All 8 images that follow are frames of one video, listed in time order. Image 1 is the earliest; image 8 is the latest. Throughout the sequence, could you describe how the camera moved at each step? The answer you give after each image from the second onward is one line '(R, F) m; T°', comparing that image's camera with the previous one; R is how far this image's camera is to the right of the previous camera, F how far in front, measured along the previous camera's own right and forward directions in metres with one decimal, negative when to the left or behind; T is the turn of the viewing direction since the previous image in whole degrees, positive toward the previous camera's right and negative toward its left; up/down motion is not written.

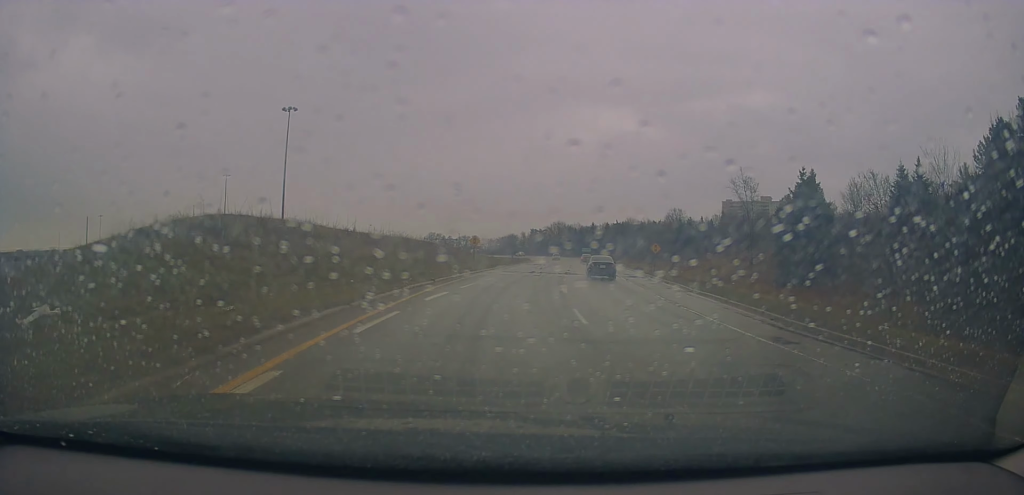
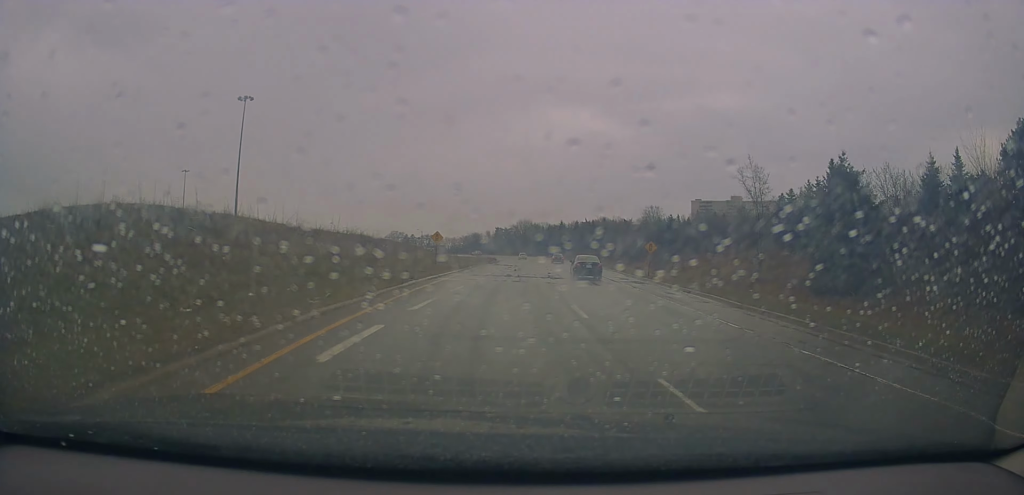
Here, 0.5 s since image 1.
(+0.7, +8.5) m; +3°
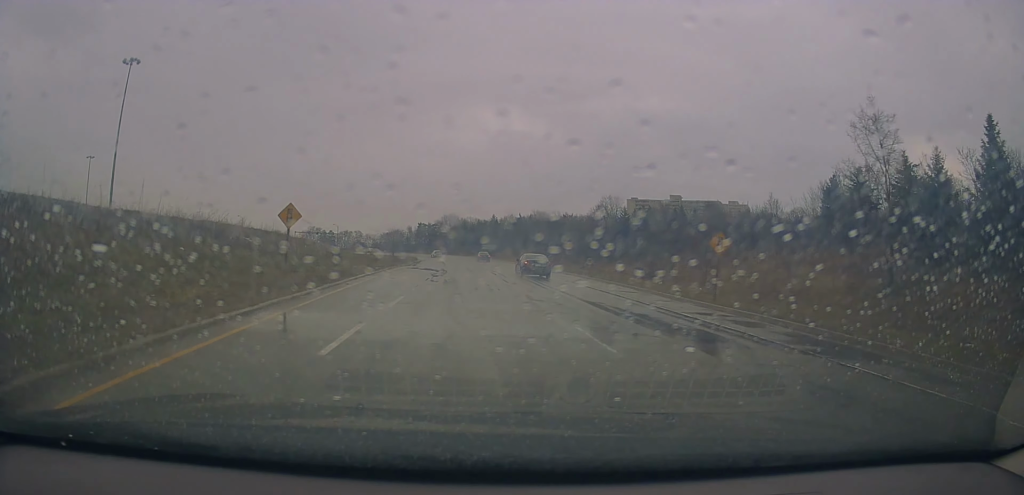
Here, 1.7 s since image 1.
(+1.4, +23.3) m; +7°
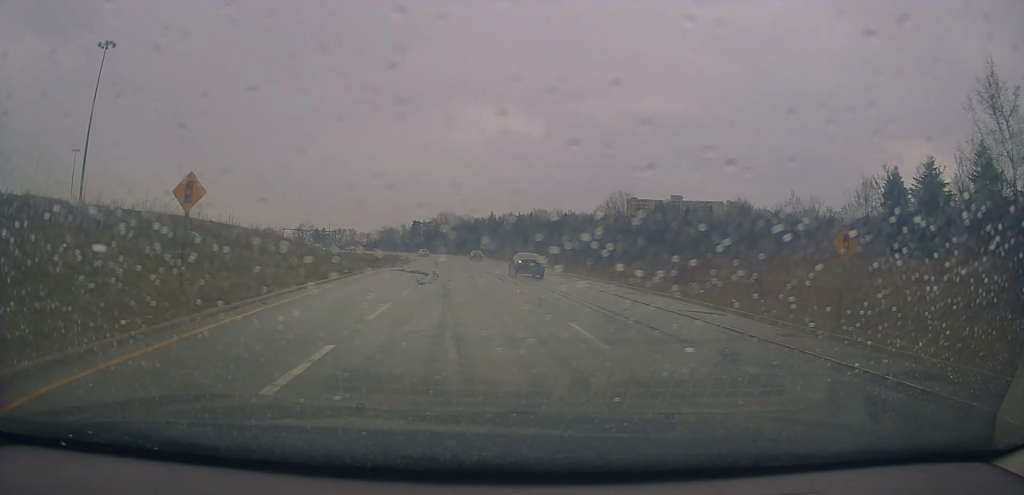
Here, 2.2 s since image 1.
(+0.1, +8.4) m; +2°
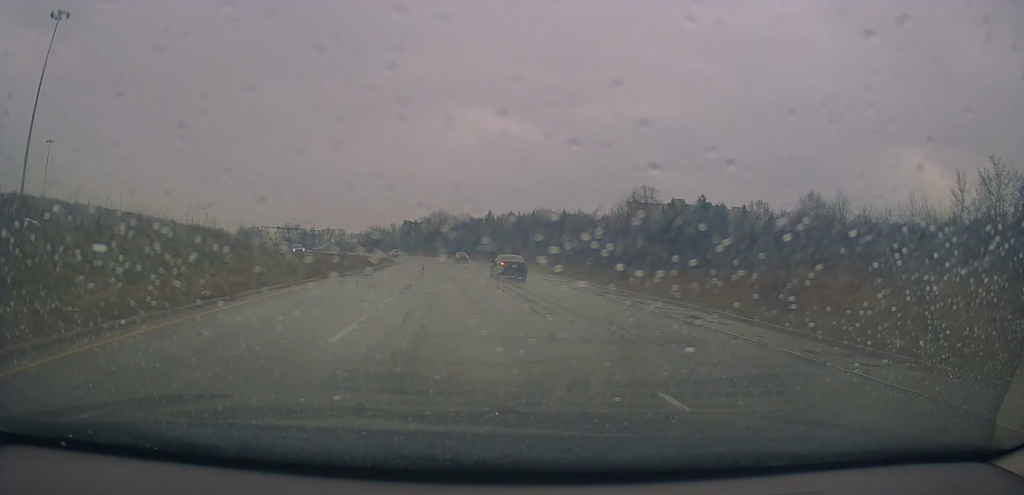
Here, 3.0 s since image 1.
(+0.9, +14.7) m; +1°
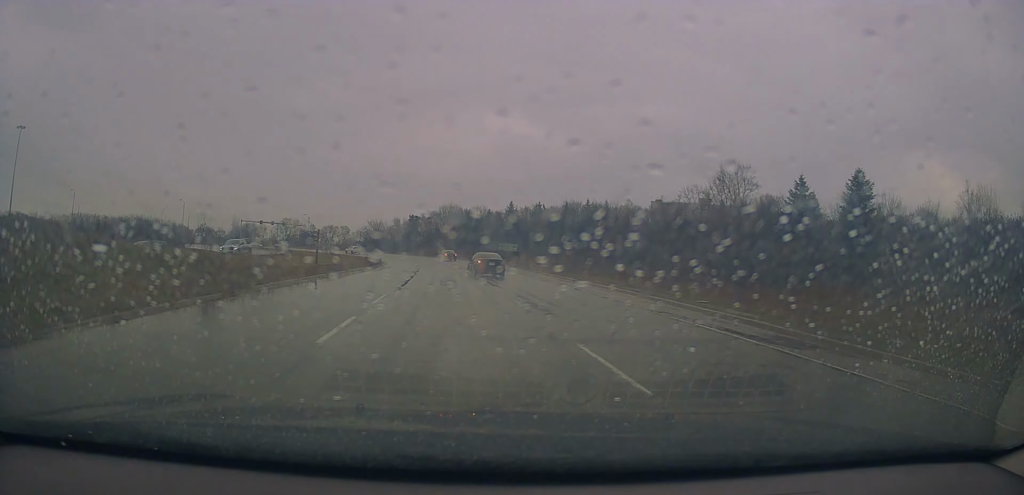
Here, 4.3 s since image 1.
(-0.9, +24.3) m; -2°
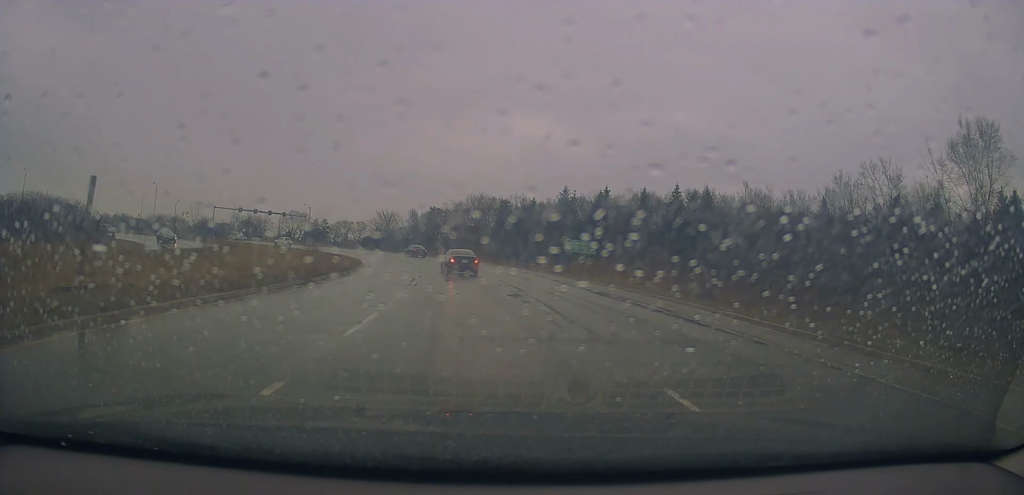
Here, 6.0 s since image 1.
(+0.4, +29.7) m; -2°
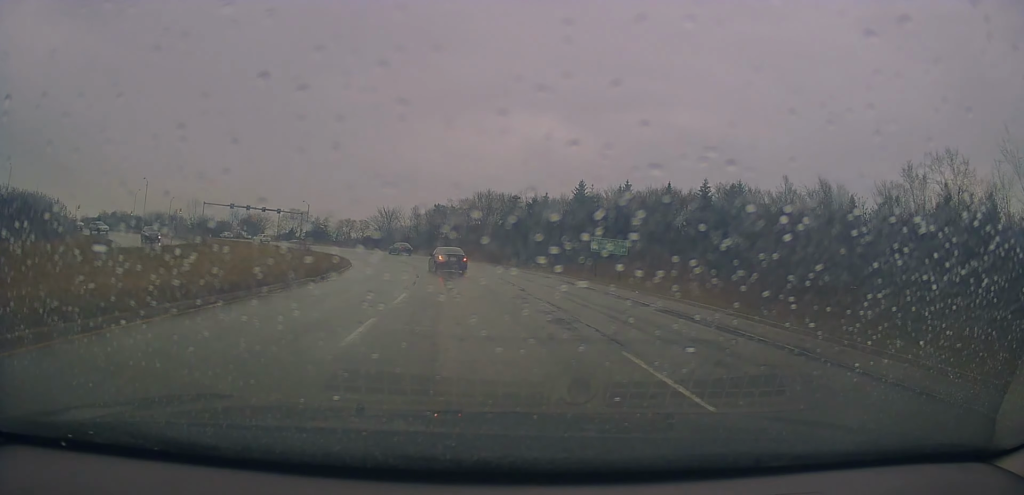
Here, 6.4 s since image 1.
(-0.4, +7.4) m; -1°
